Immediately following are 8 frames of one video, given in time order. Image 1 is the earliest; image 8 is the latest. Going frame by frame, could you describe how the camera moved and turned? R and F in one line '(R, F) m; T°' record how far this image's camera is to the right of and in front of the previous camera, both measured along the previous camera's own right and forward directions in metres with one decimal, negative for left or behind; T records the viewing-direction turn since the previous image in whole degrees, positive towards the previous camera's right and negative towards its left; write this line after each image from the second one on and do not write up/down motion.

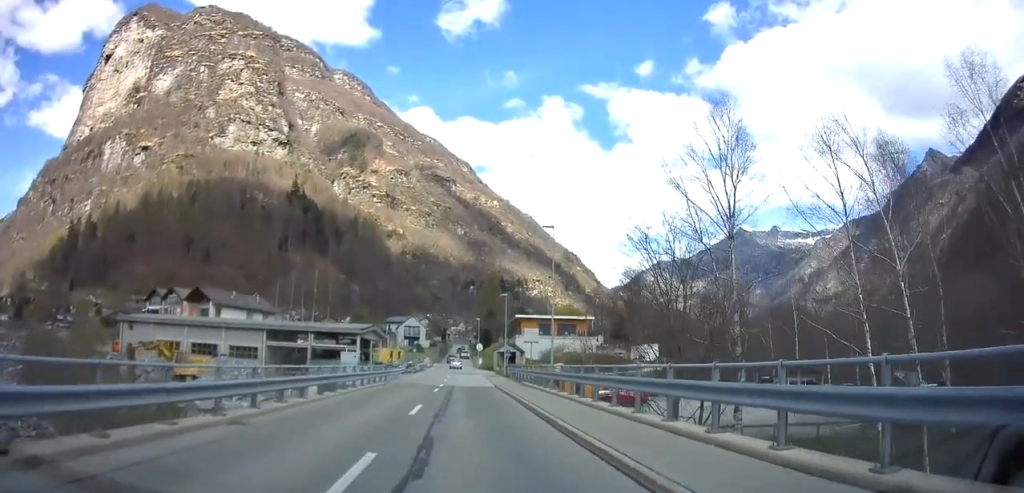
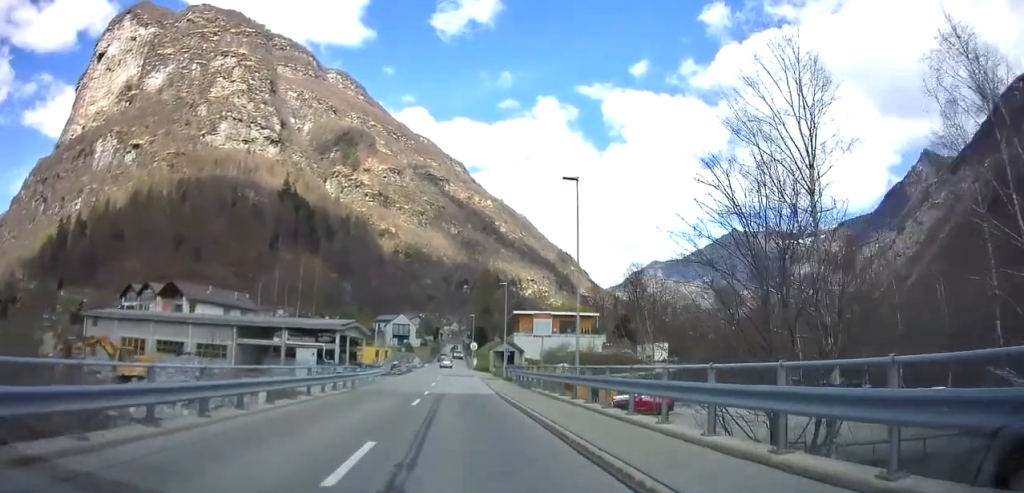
(0.0, +8.0) m; 0°
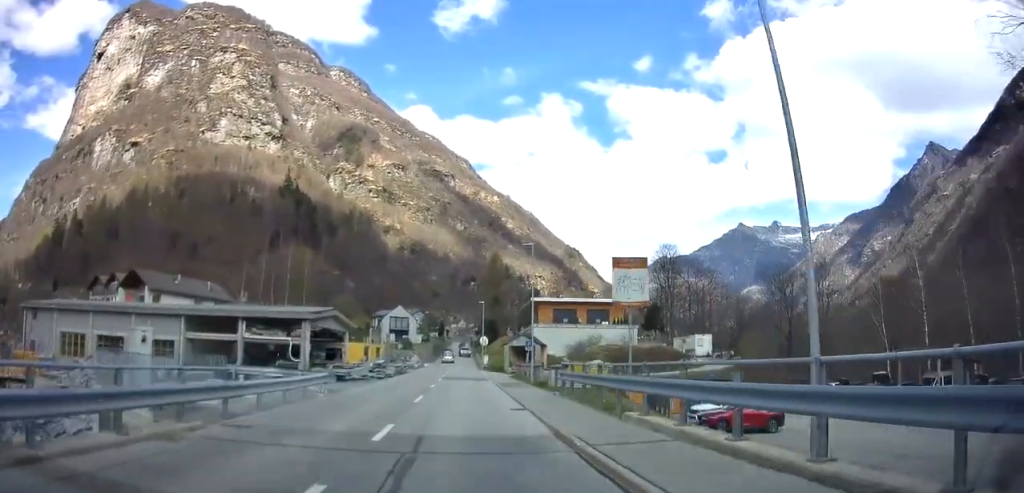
(0.0, +14.9) m; 0°
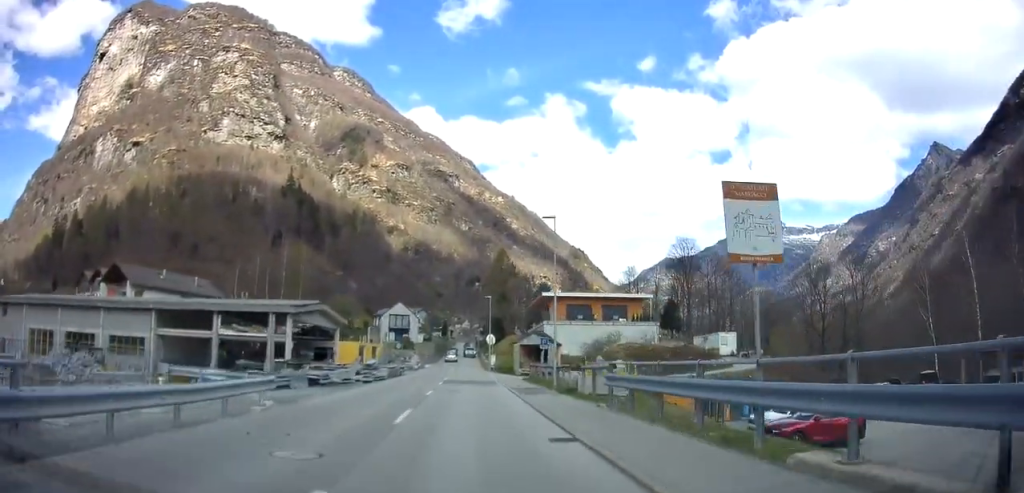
(0.0, +6.6) m; 0°
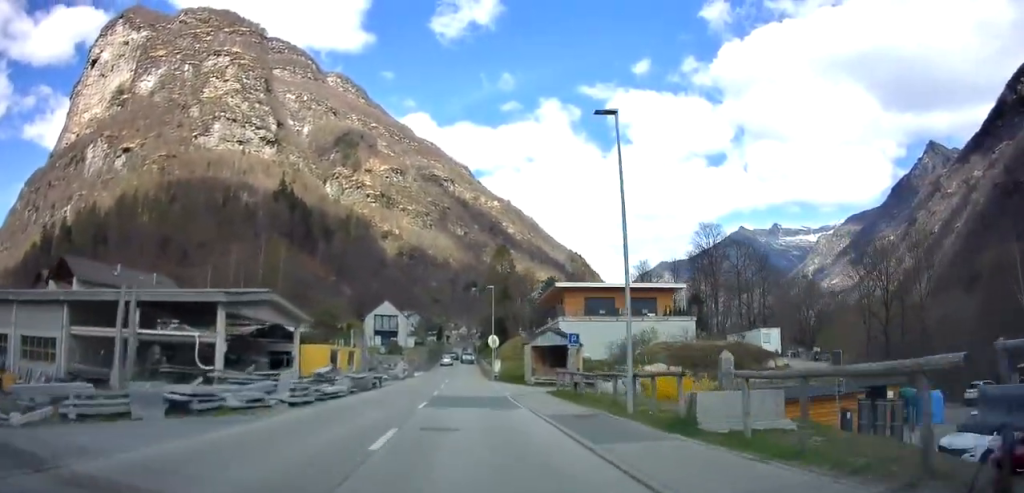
(-0.1, +11.9) m; 0°
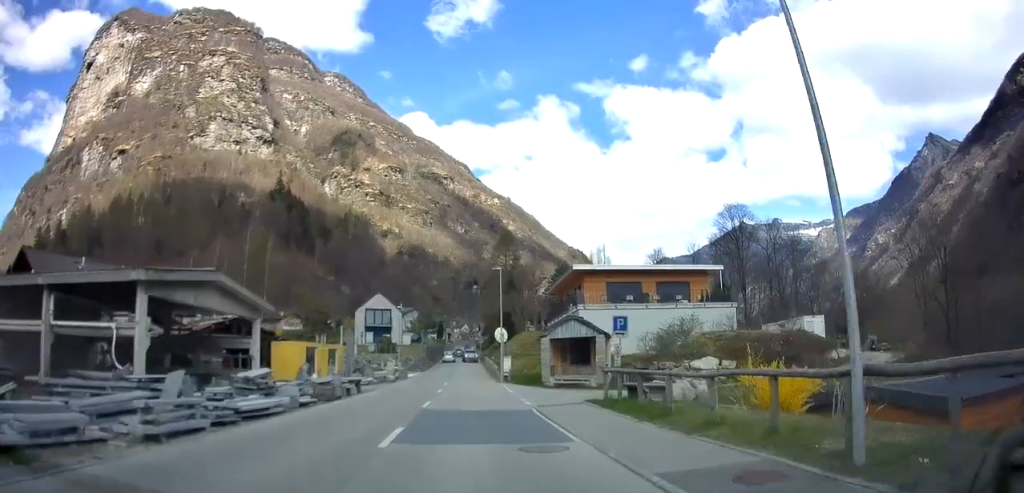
(0.0, +8.3) m; 0°
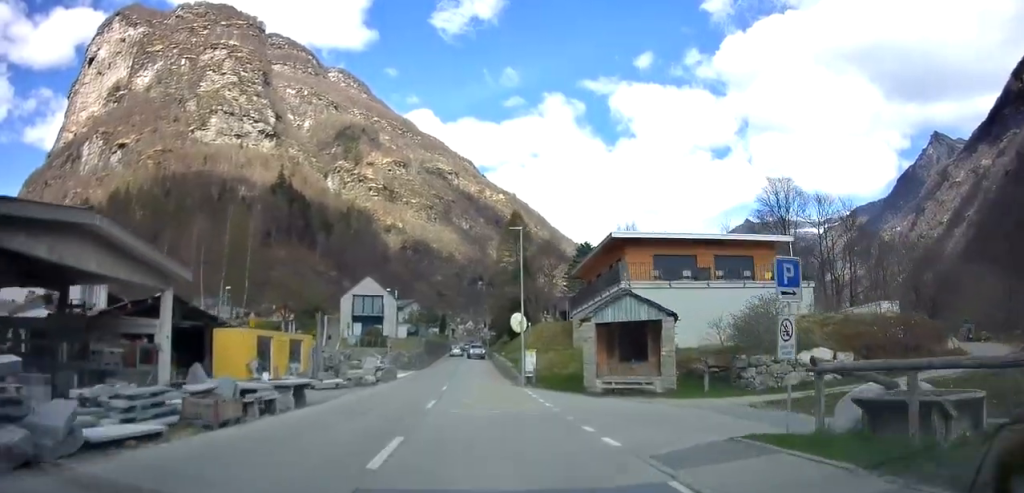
(-0.1, +11.1) m; 0°
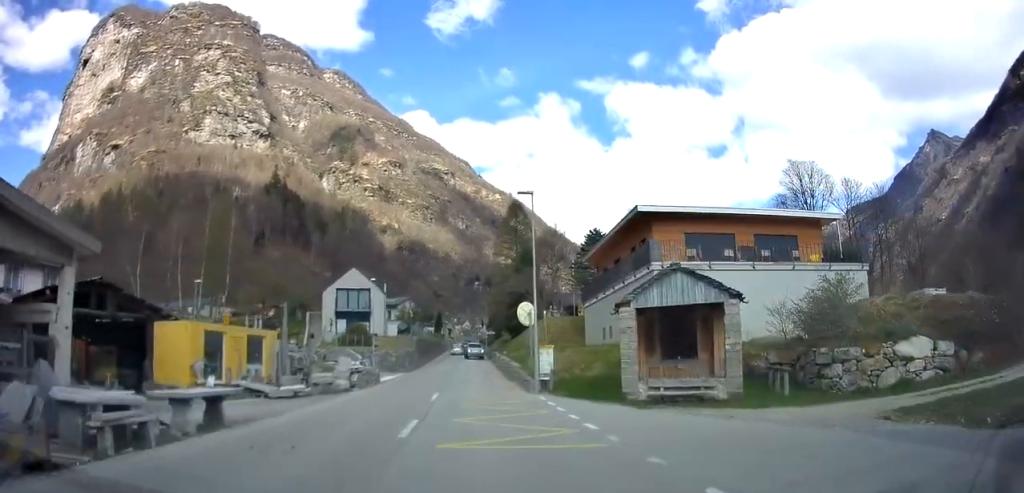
(0.0, +6.5) m; 0°
